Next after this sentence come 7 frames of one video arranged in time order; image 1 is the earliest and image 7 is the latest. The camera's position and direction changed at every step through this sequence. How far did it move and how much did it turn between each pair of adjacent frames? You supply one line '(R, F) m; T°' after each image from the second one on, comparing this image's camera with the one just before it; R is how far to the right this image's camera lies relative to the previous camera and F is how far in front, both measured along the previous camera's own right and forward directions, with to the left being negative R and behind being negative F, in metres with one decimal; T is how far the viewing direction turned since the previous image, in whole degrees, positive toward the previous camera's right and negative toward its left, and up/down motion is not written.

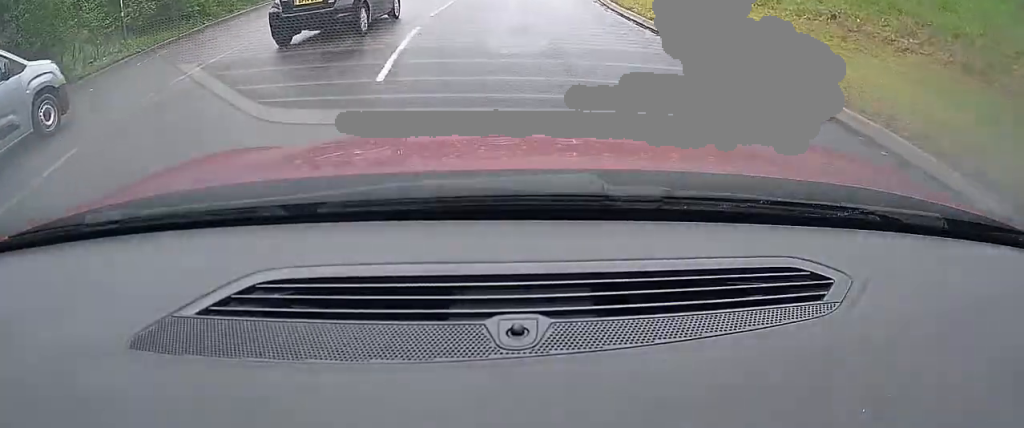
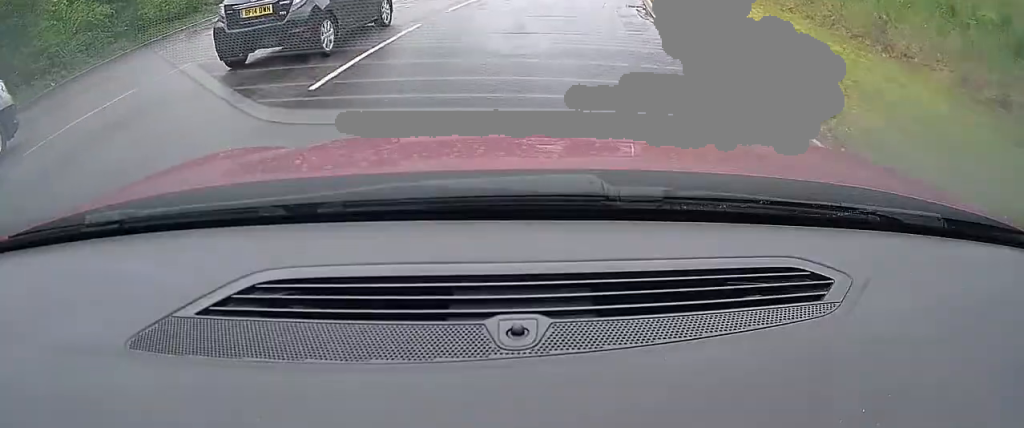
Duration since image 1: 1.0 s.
(+0.5, +12.0) m; +8°
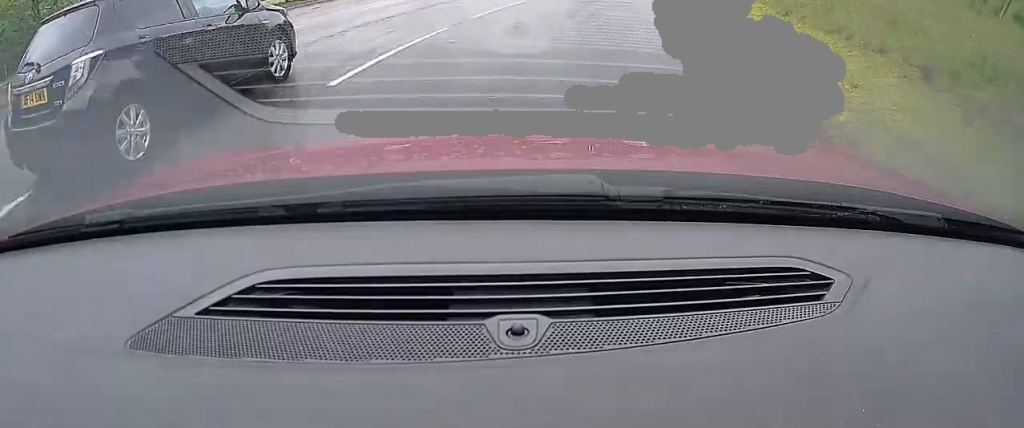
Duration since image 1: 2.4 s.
(+2.7, +17.0) m; +18°
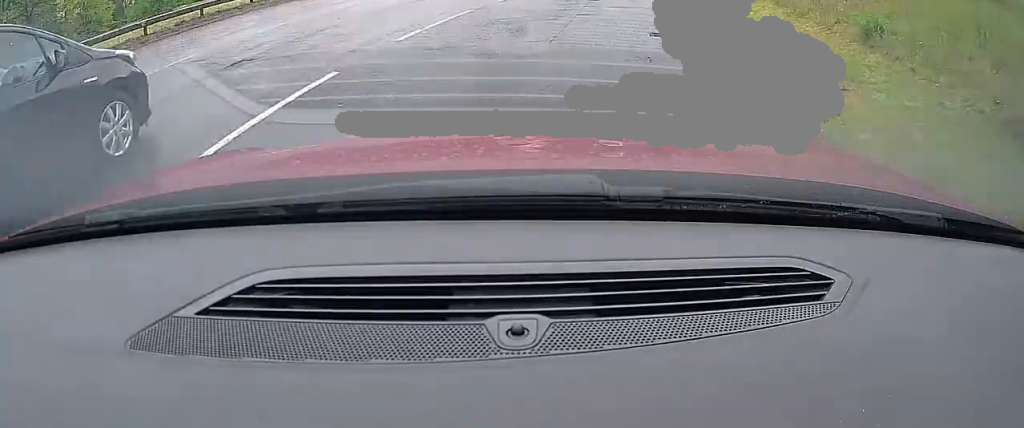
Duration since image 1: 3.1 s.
(+0.7, +9.3) m; +8°
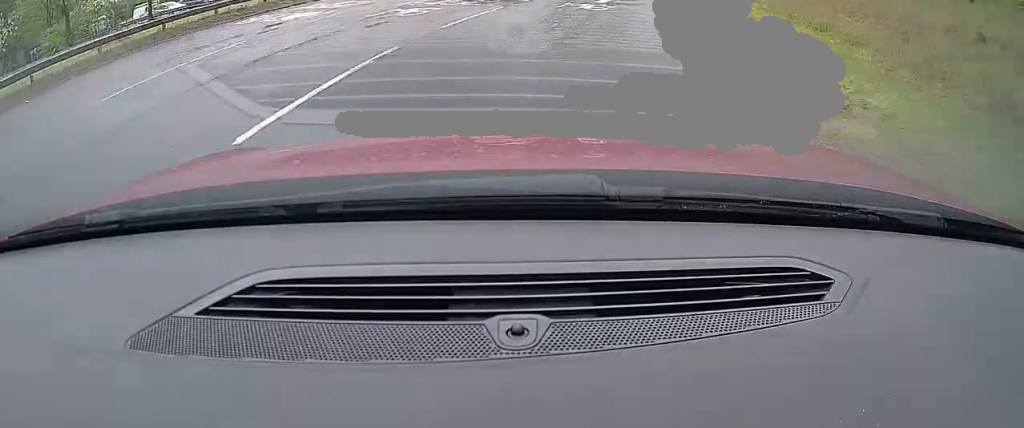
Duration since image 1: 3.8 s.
(+0.3, +9.5) m; +8°
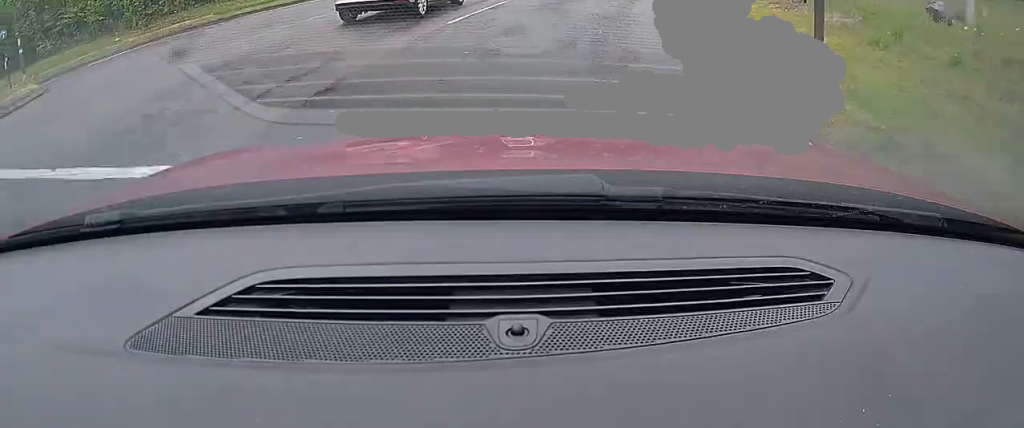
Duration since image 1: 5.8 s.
(+6.1, +25.2) m; +27°
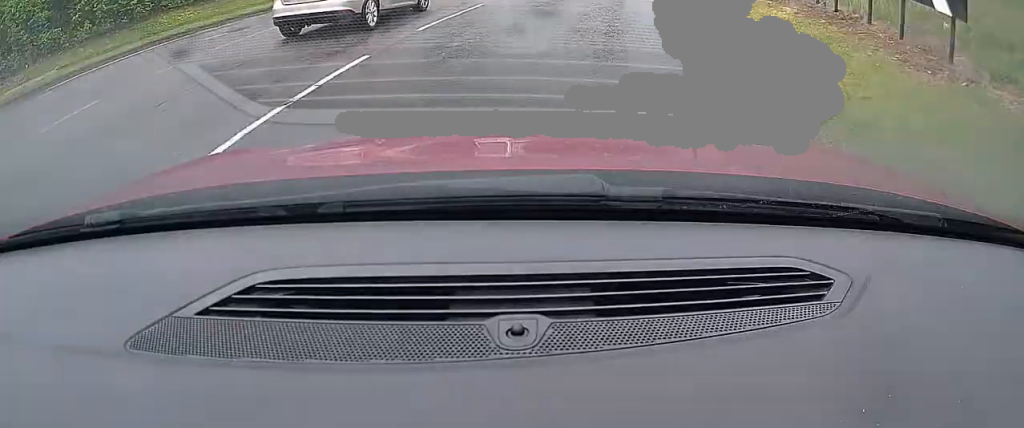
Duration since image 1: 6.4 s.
(+0.6, +6.9) m; +6°
